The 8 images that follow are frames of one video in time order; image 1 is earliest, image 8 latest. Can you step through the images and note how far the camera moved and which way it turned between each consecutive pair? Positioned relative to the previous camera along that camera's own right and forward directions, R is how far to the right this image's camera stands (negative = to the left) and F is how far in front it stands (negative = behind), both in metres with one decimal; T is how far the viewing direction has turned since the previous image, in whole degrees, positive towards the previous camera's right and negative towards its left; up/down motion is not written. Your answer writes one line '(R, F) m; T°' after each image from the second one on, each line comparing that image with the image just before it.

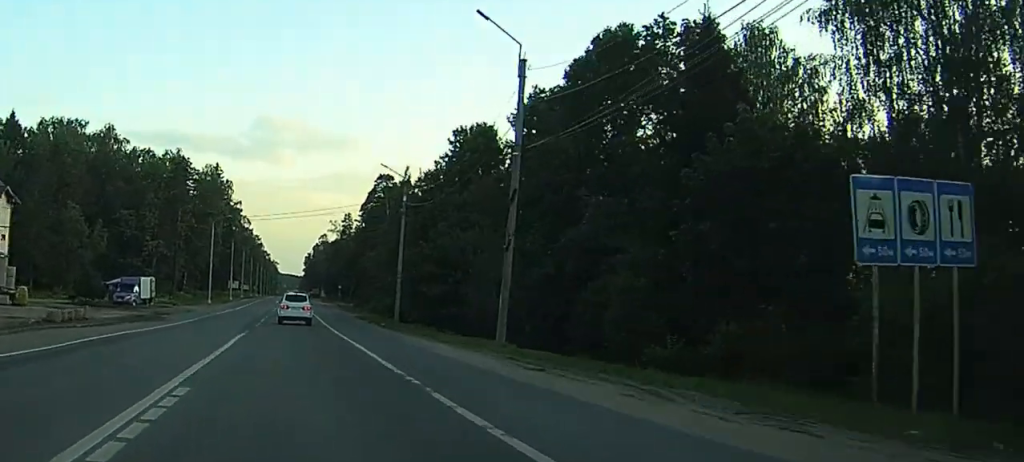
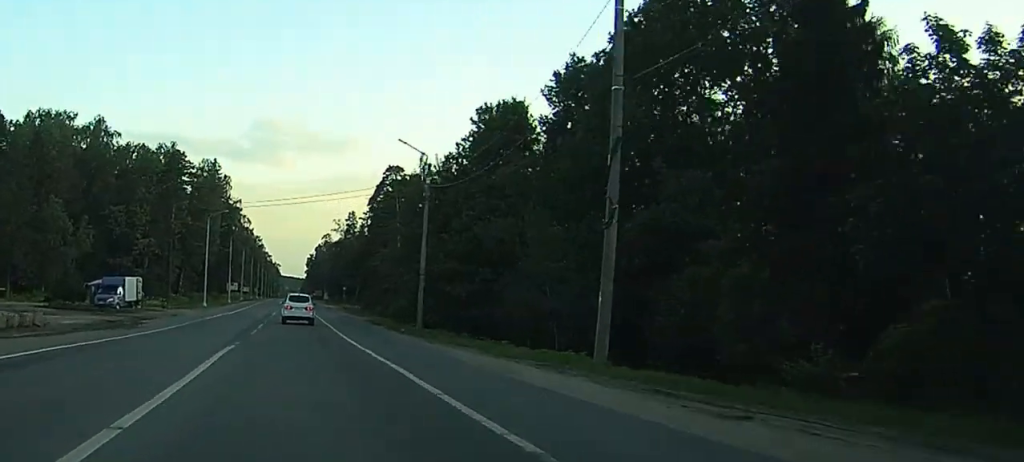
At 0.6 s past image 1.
(-0.1, +8.7) m; -1°
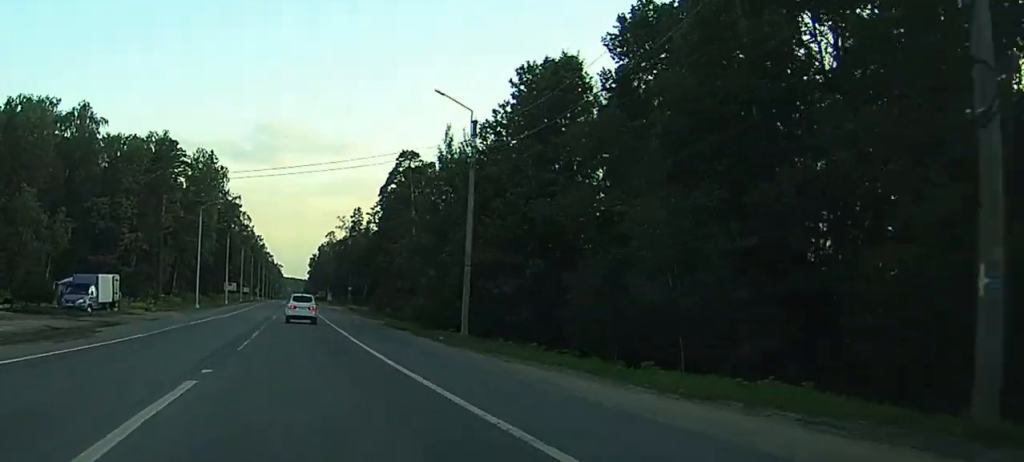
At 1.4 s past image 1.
(-0.1, +11.3) m; 0°
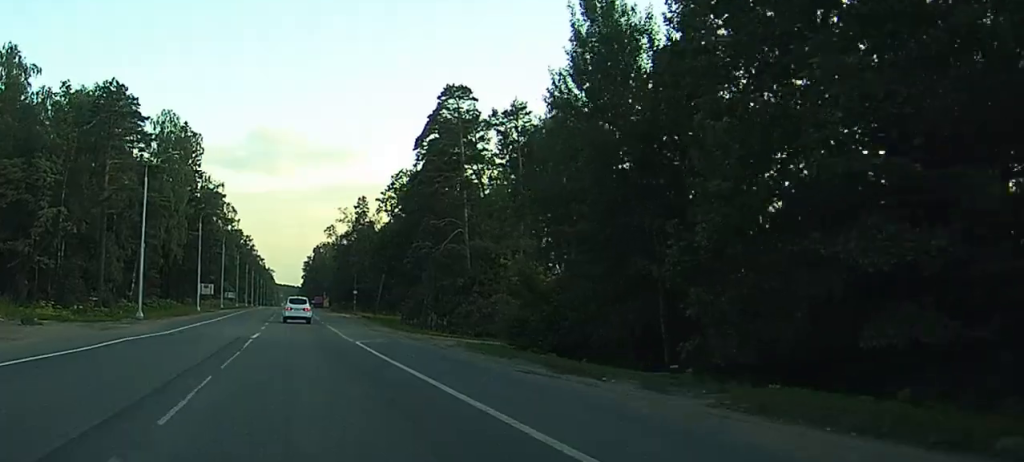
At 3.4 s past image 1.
(+0.7, +32.2) m; +1°
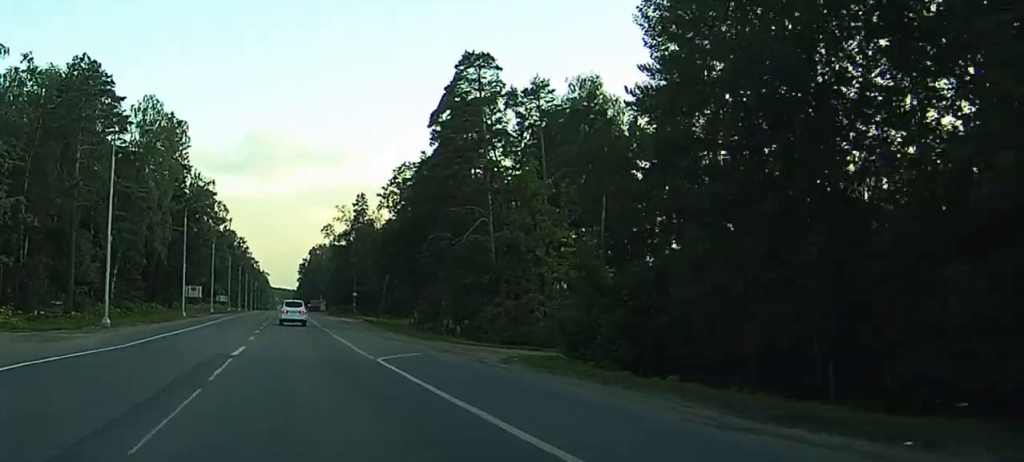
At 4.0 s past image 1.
(+0.2, +9.9) m; -2°
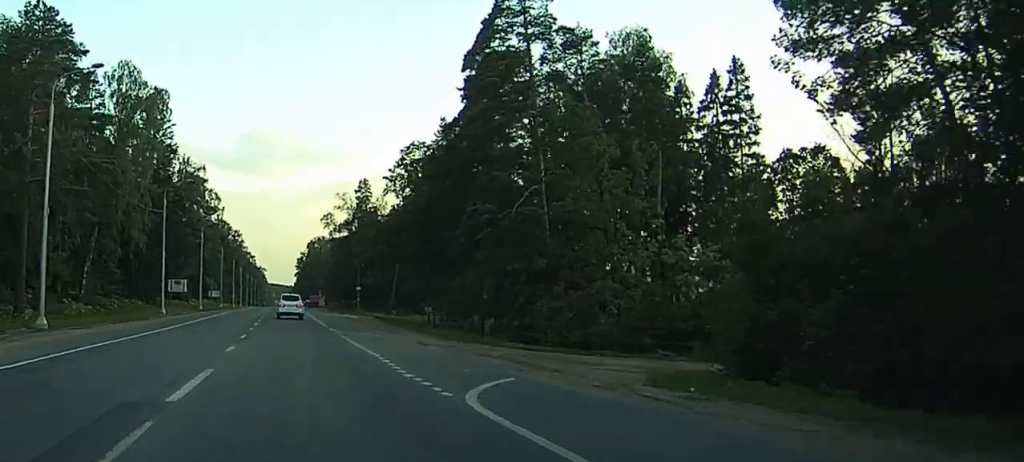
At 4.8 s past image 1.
(-0.5, +13.4) m; -2°
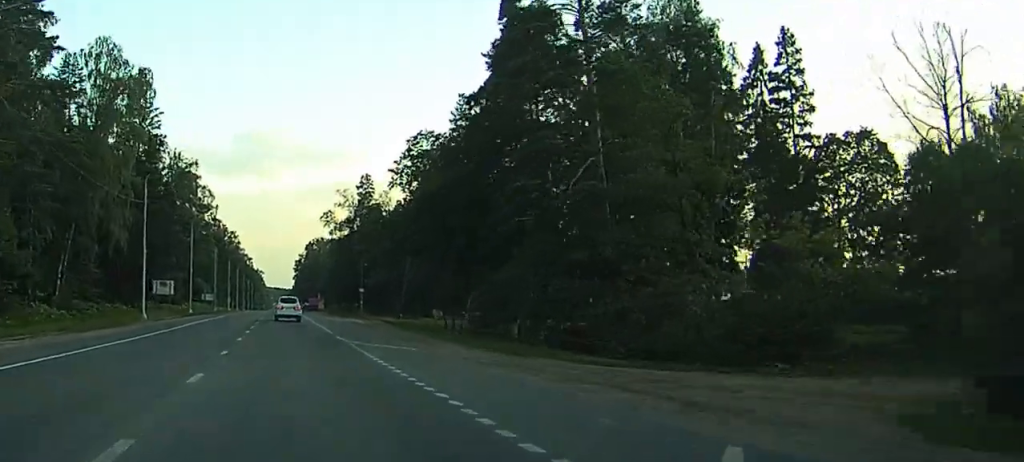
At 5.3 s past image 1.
(-0.1, +9.5) m; 0°
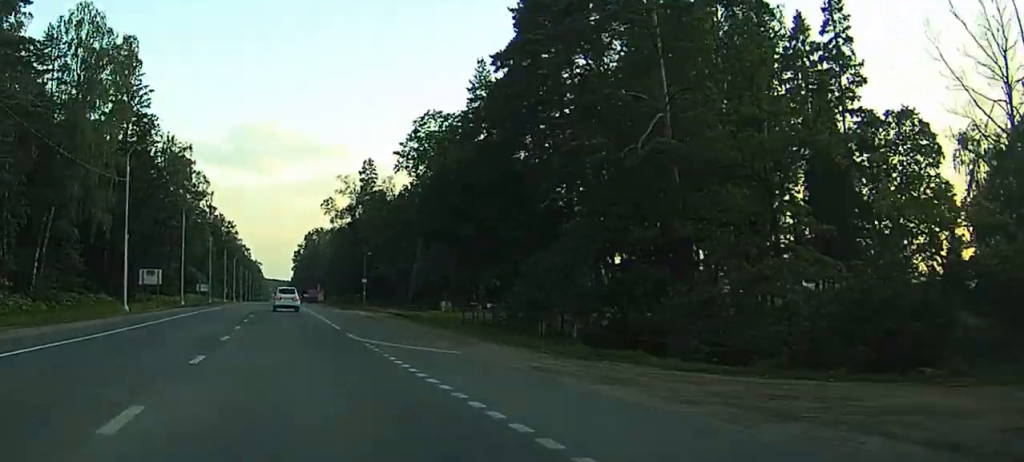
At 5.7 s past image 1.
(-0.1, +7.2) m; +1°
